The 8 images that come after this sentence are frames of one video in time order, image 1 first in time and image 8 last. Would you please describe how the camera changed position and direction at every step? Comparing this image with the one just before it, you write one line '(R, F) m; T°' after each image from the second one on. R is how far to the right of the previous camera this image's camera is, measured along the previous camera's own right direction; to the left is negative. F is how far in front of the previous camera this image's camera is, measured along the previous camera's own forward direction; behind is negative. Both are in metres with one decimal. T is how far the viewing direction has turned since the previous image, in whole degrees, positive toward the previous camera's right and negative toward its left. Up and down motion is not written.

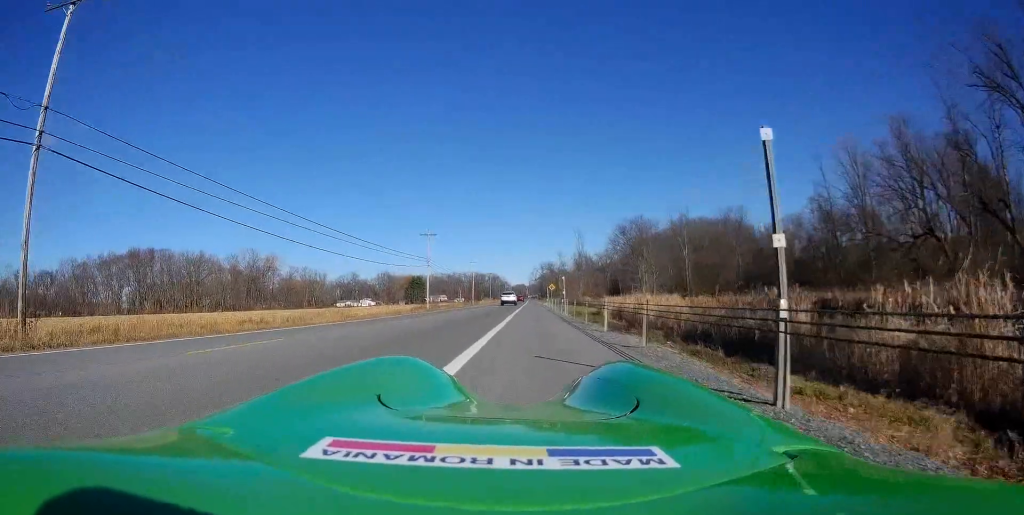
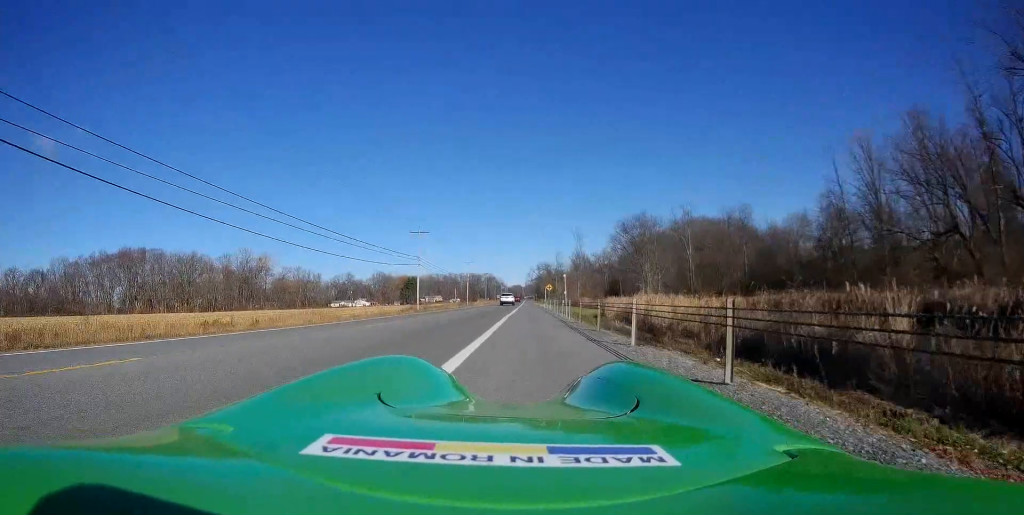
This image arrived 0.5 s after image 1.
(+0.1, +4.0) m; +1°
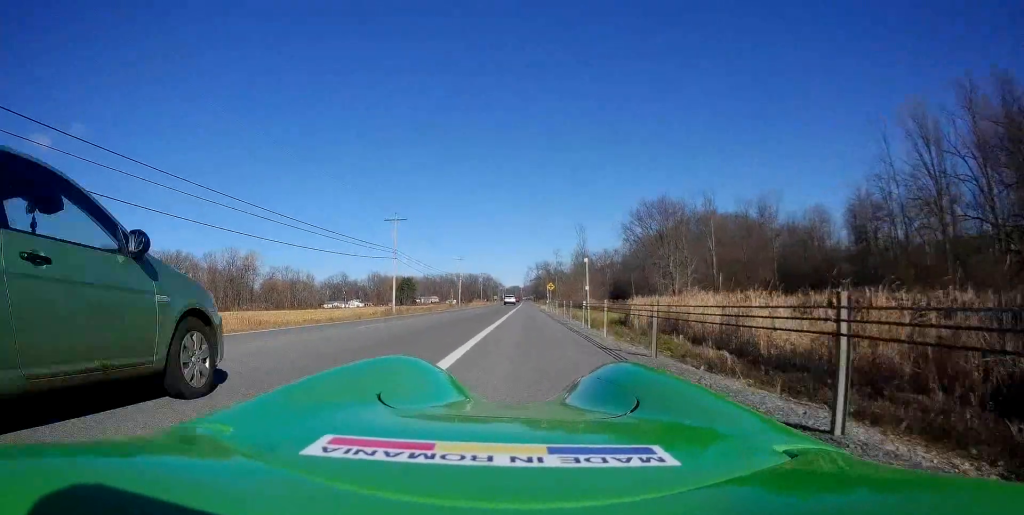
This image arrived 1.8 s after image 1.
(+0.4, +11.7) m; +2°
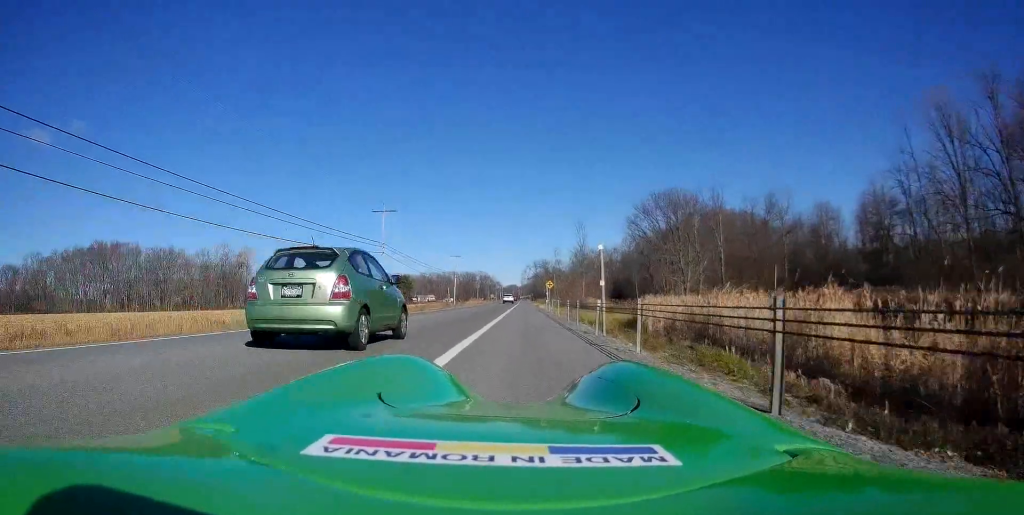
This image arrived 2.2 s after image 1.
(0.0, +4.0) m; -1°
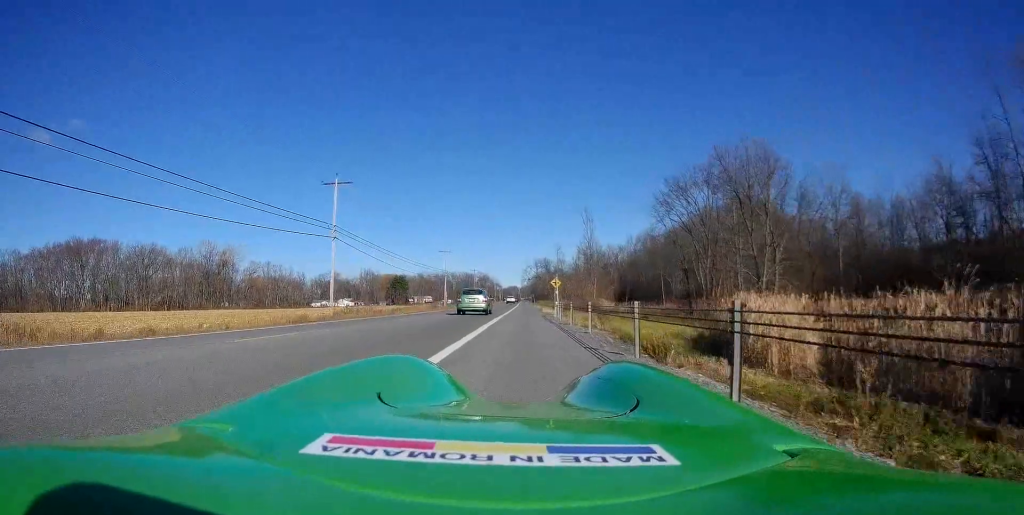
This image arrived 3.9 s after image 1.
(-0.8, +14.4) m; -4°
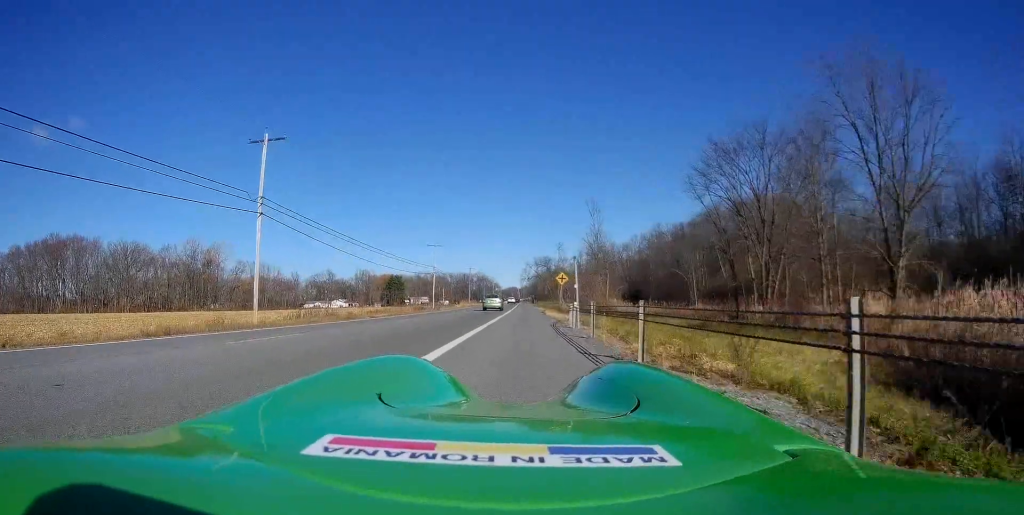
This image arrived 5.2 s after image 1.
(+0.2, +11.7) m; 0°
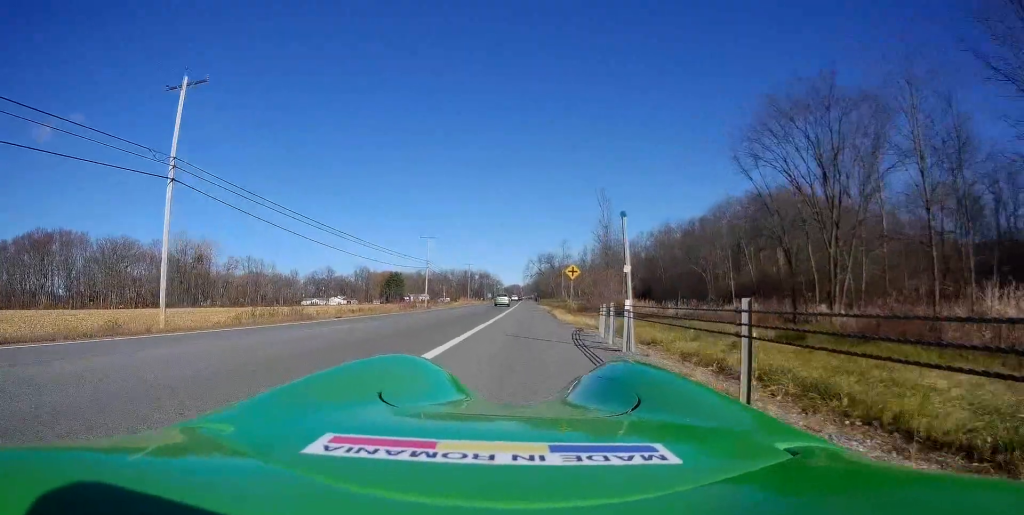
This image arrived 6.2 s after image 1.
(-0.3, +8.4) m; 0°
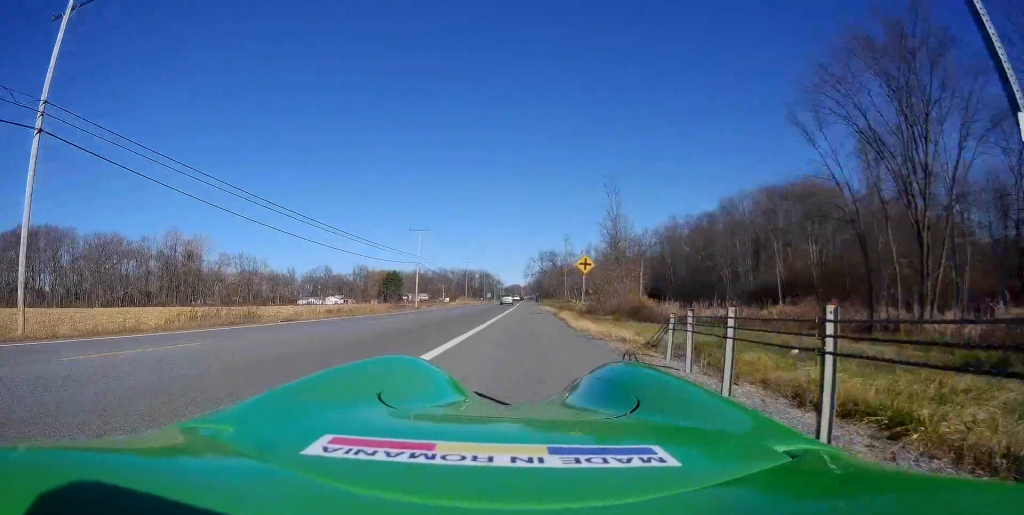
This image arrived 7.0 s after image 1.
(+0.3, +7.7) m; -1°
